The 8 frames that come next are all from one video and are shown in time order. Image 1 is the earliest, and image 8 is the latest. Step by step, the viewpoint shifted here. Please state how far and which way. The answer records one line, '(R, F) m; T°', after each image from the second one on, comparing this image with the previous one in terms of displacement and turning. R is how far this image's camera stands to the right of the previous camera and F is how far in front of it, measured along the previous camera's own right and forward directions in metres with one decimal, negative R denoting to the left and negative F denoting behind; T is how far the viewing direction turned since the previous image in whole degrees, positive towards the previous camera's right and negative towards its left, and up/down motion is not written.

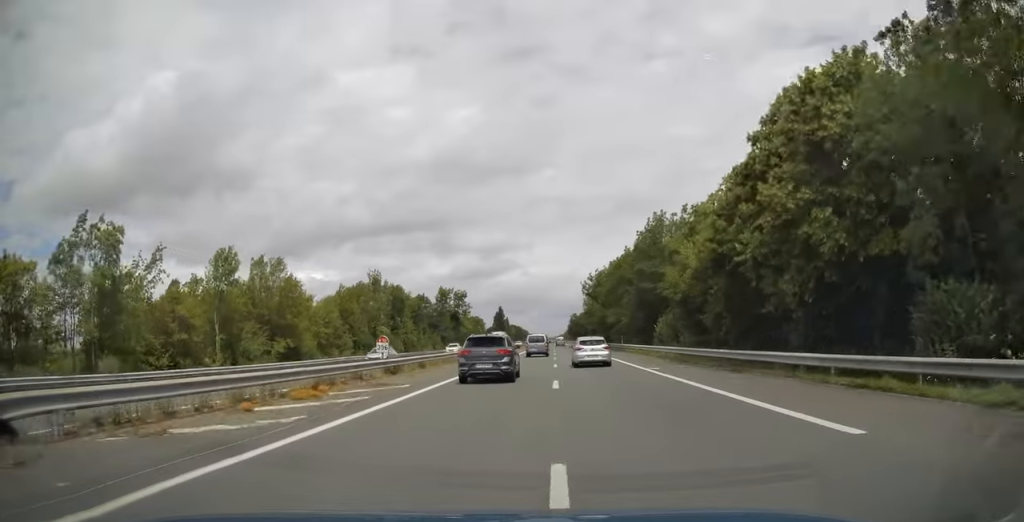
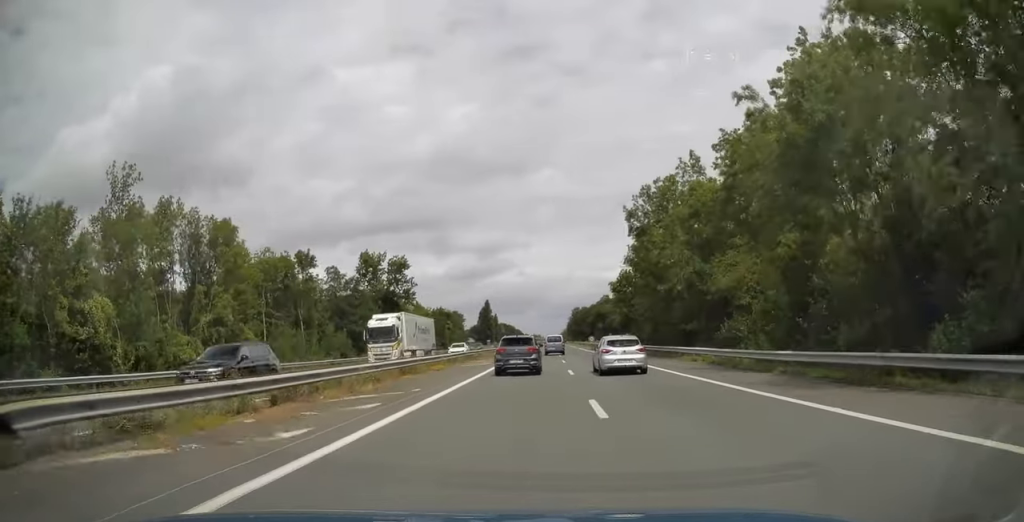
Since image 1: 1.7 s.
(+0.2, +58.1) m; 0°
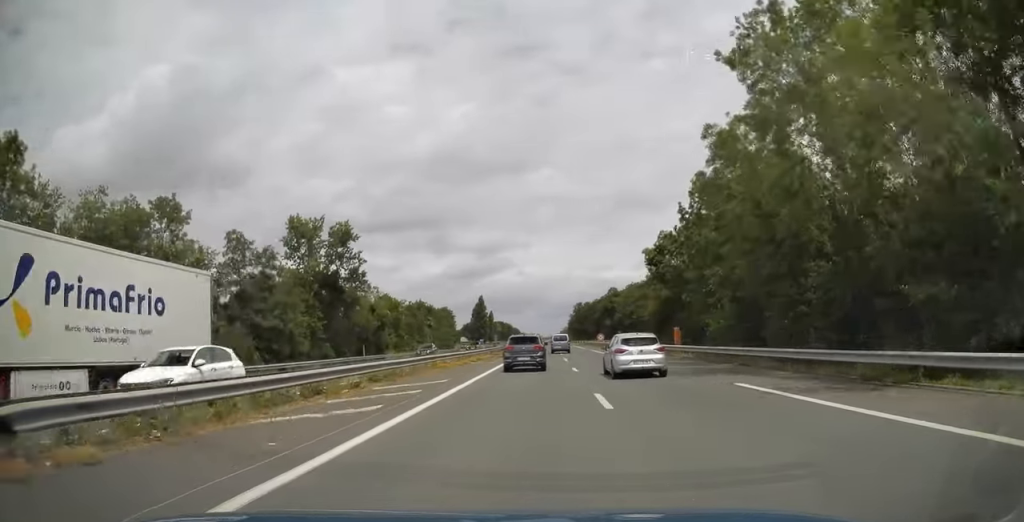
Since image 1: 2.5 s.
(0.0, +24.6) m; 0°
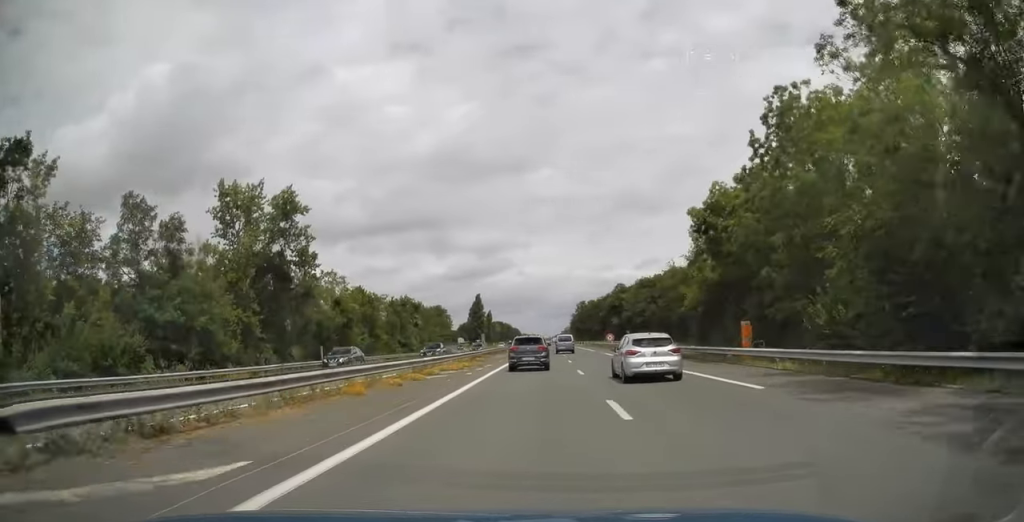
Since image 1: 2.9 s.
(0.0, +14.6) m; 0°
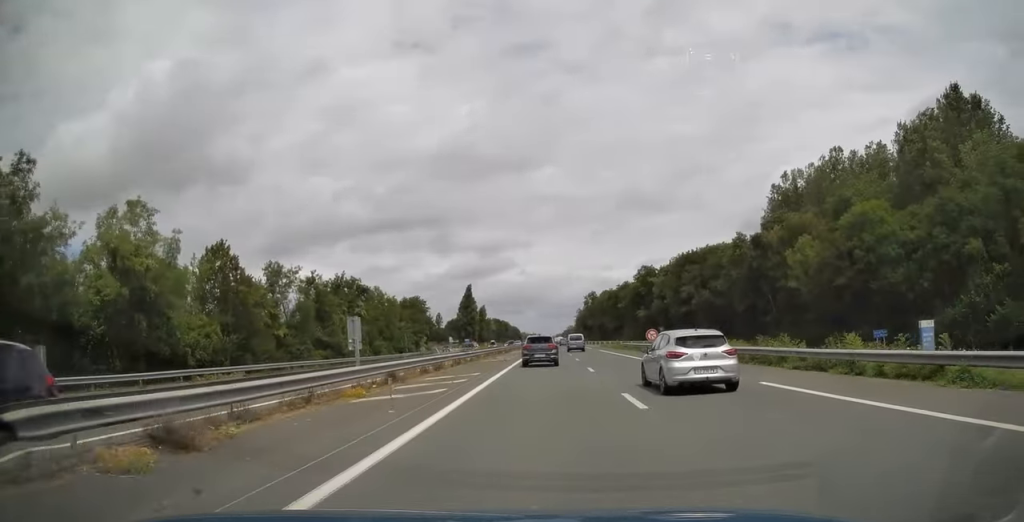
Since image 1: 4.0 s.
(-0.1, +37.6) m; 0°
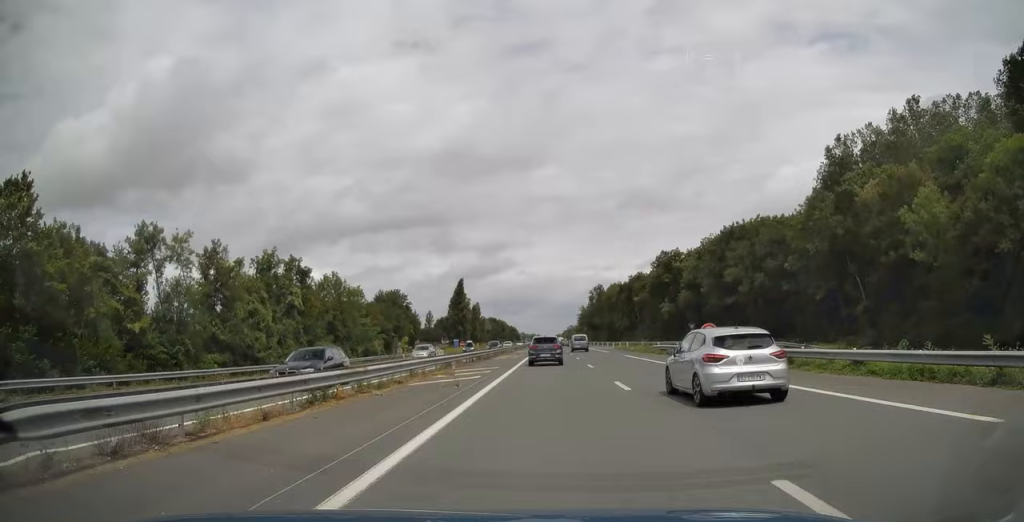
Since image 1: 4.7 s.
(0.0, +21.9) m; 0°
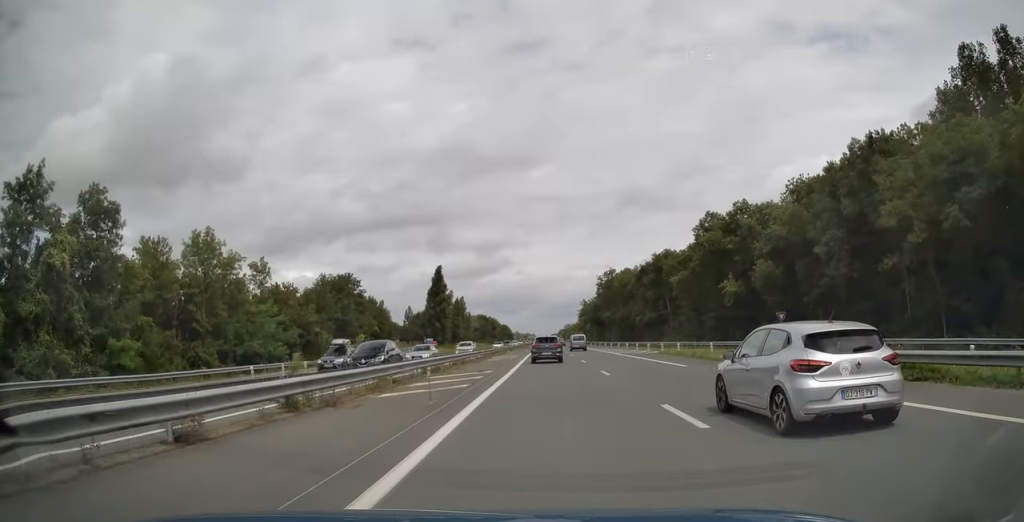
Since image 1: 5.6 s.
(+0.1, +32.6) m; 0°
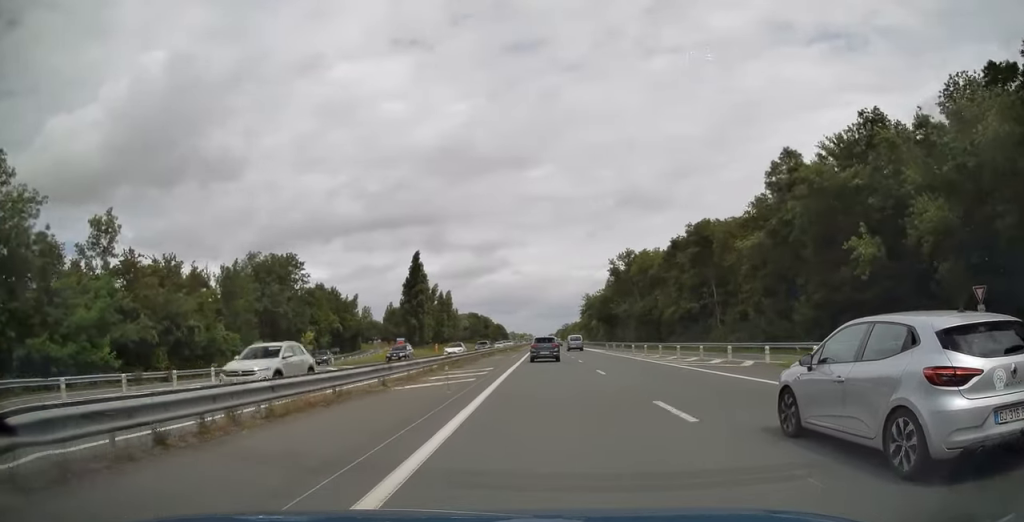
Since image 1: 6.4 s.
(0.0, +25.3) m; 0°
